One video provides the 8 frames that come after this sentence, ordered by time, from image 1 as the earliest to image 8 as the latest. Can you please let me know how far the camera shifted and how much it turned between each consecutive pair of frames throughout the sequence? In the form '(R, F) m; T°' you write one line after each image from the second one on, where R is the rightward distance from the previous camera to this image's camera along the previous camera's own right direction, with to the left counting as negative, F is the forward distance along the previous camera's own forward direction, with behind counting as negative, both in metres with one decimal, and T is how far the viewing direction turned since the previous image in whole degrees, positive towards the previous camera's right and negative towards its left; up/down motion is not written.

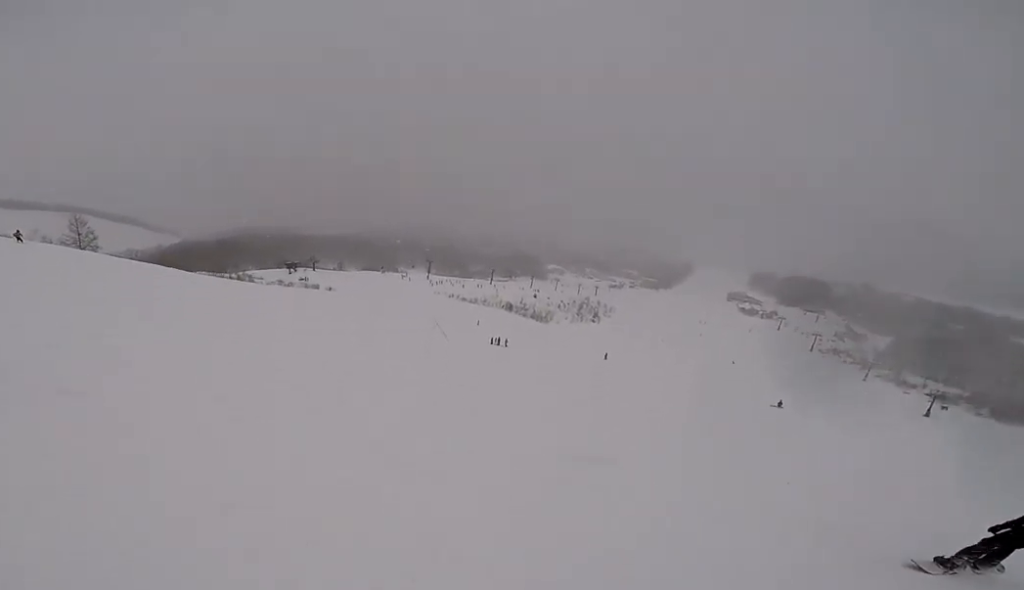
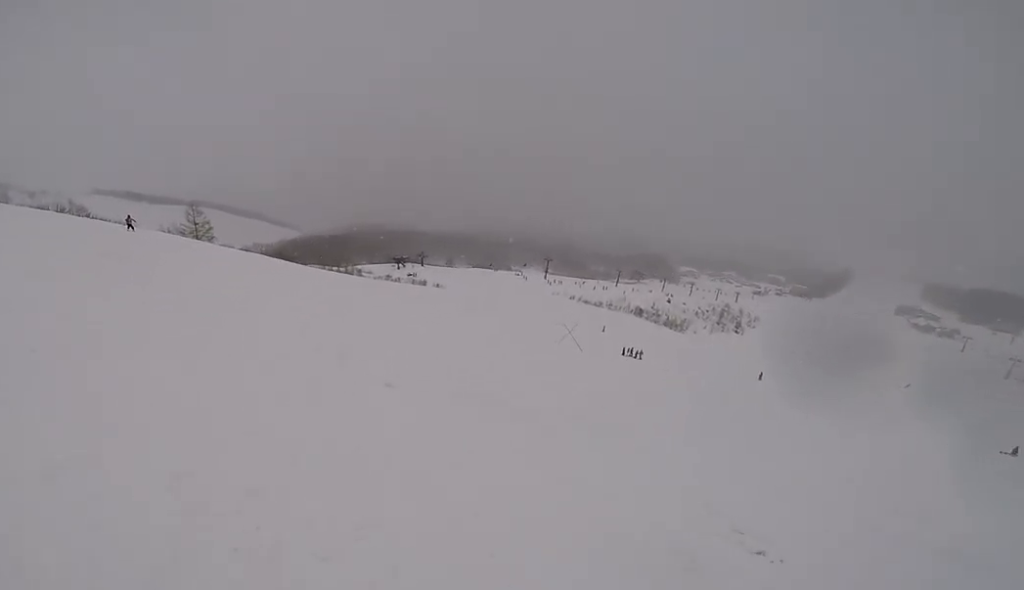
(-1.7, +5.8) m; -18°
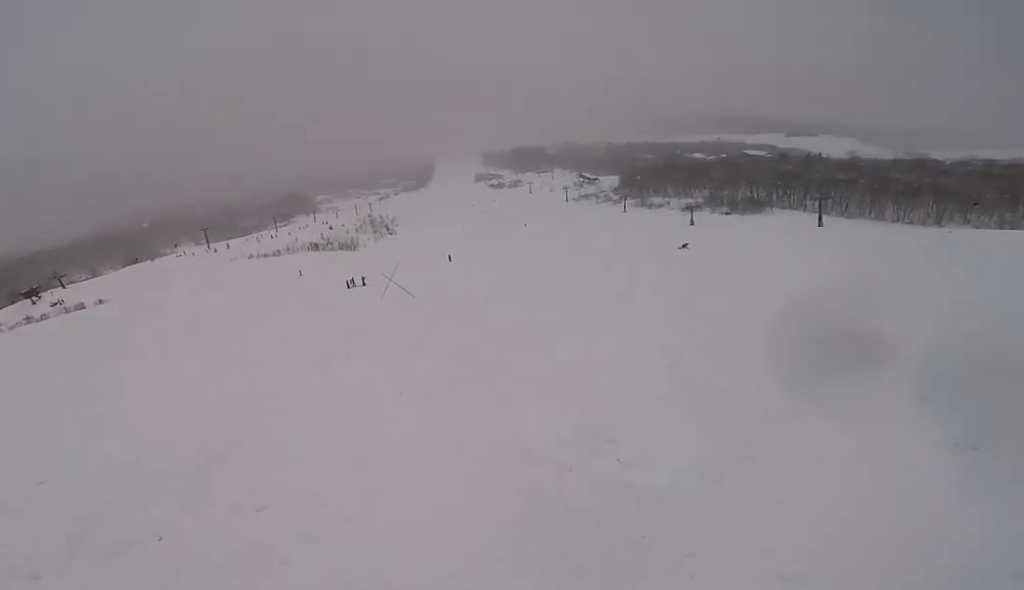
(-2.7, +12.5) m; +16°
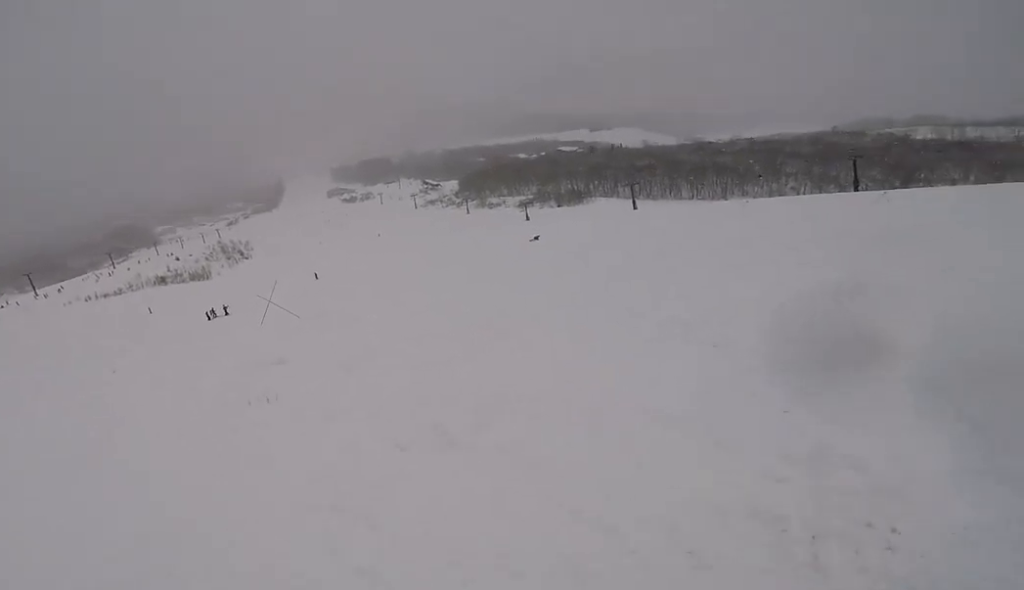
(+1.6, +1.9) m; +24°
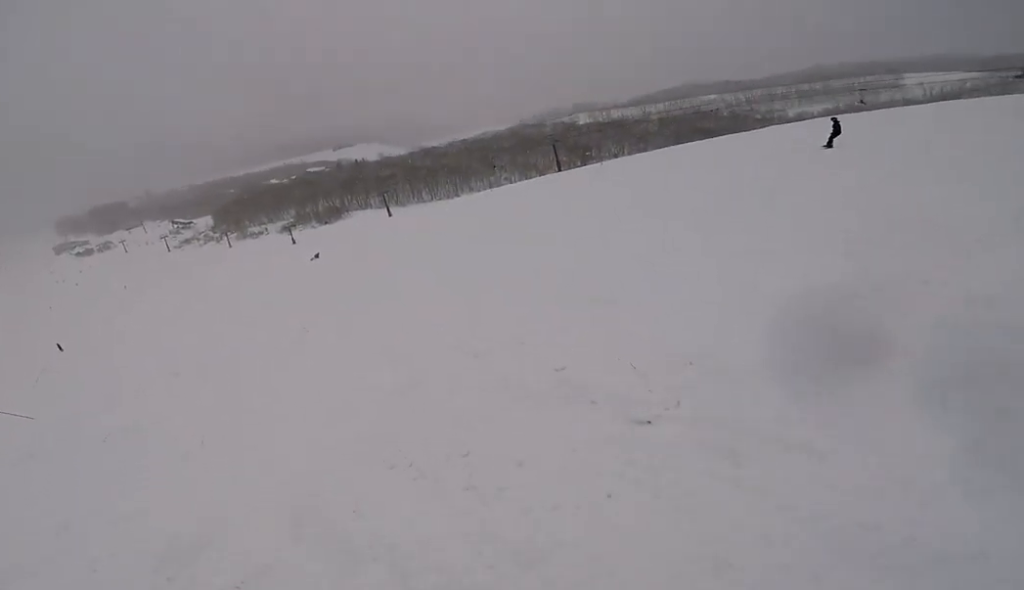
(+2.0, +4.3) m; +36°
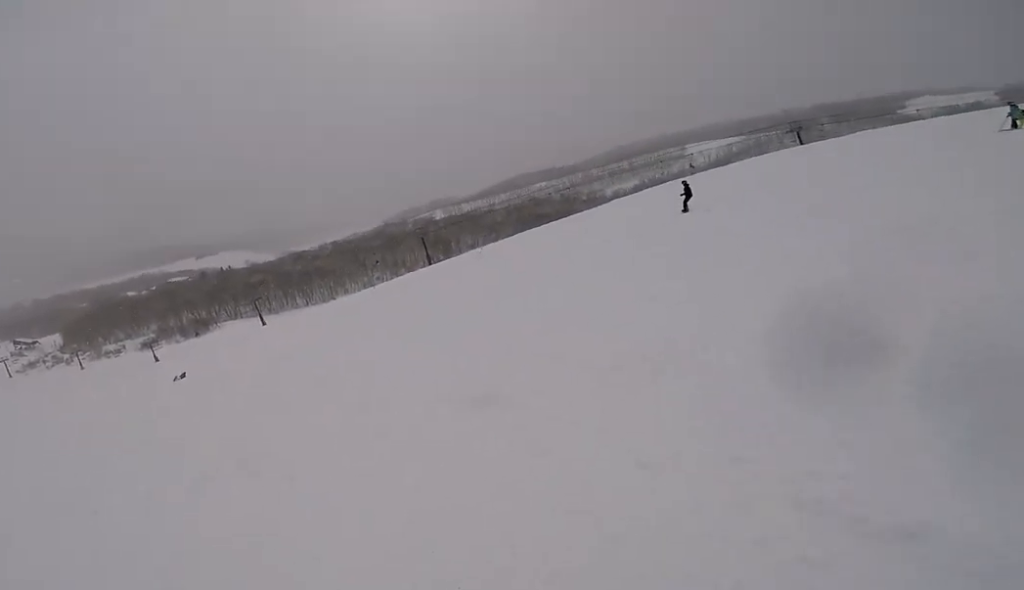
(+0.6, +4.5) m; +22°
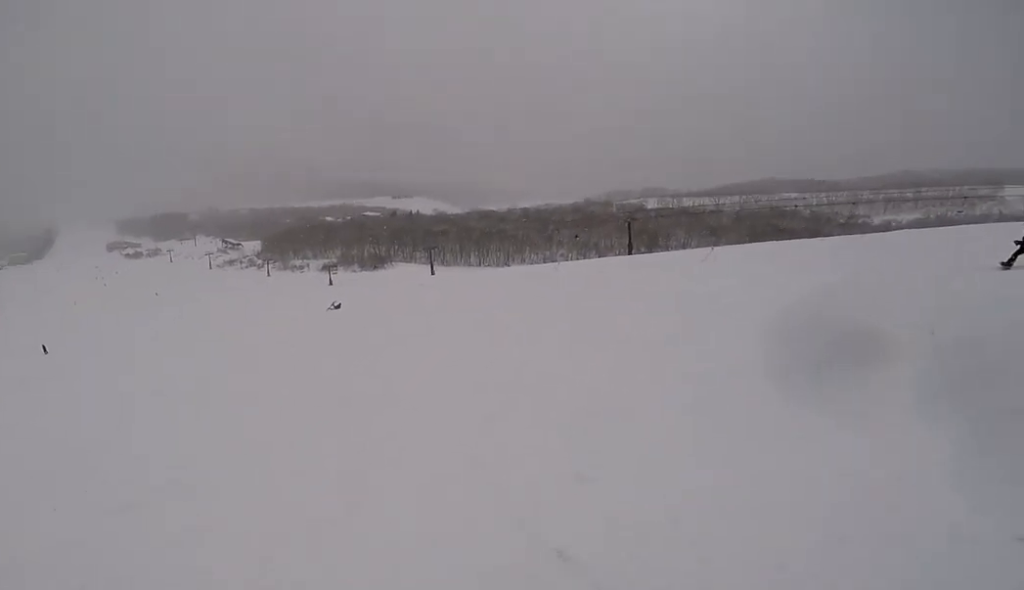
(+1.1, +4.1) m; +14°
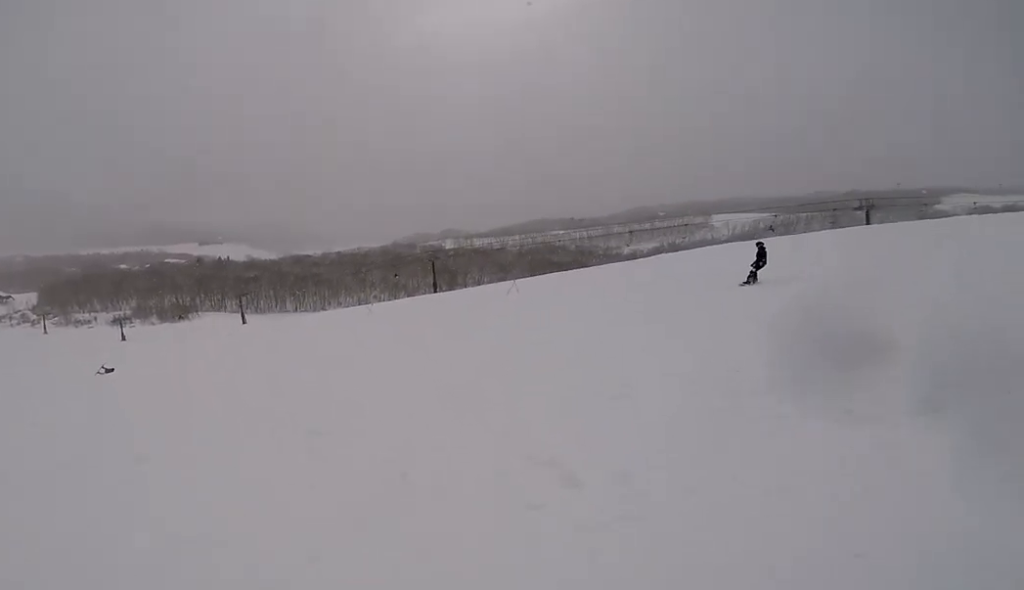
(+0.1, +4.4) m; +5°
